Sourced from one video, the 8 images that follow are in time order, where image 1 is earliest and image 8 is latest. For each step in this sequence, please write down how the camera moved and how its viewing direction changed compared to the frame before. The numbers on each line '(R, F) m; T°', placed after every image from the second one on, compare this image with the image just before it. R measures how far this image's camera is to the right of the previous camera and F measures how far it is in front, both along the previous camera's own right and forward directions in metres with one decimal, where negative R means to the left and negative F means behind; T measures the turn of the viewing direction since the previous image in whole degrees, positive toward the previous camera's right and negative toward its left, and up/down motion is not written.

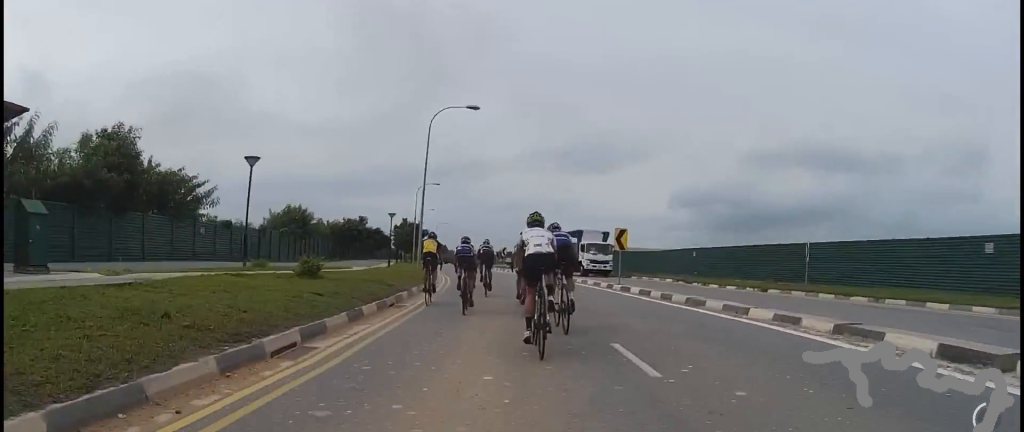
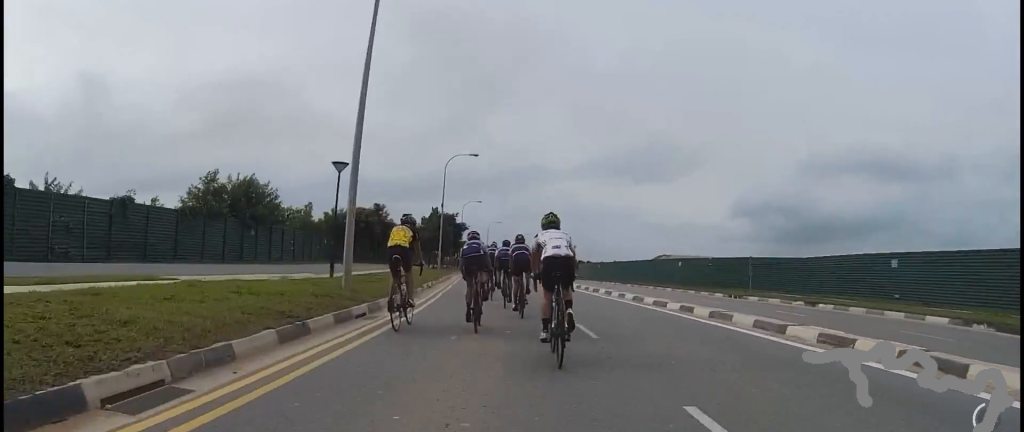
(-0.2, +22.3) m; 0°
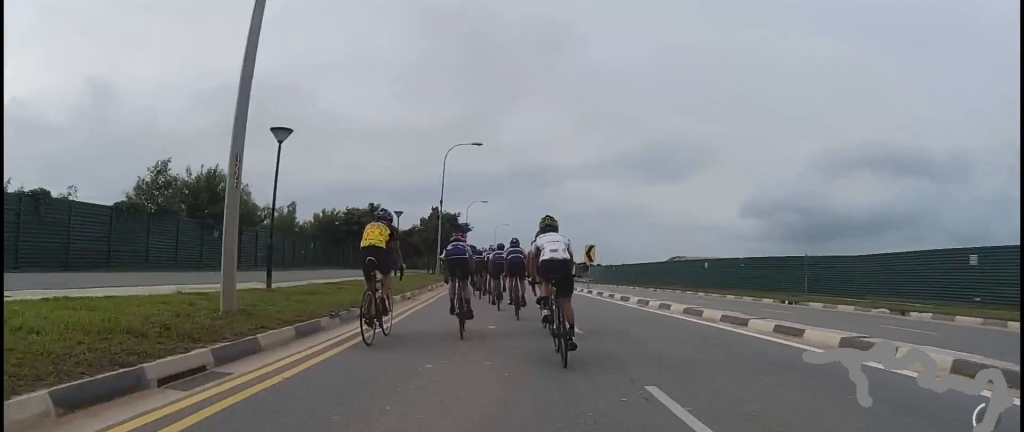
(0.0, +5.8) m; 0°
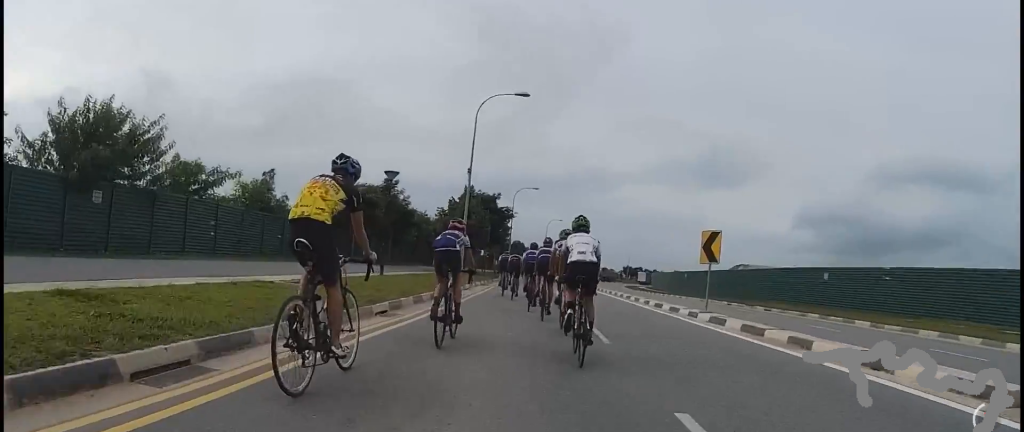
(0.0, +13.6) m; 0°
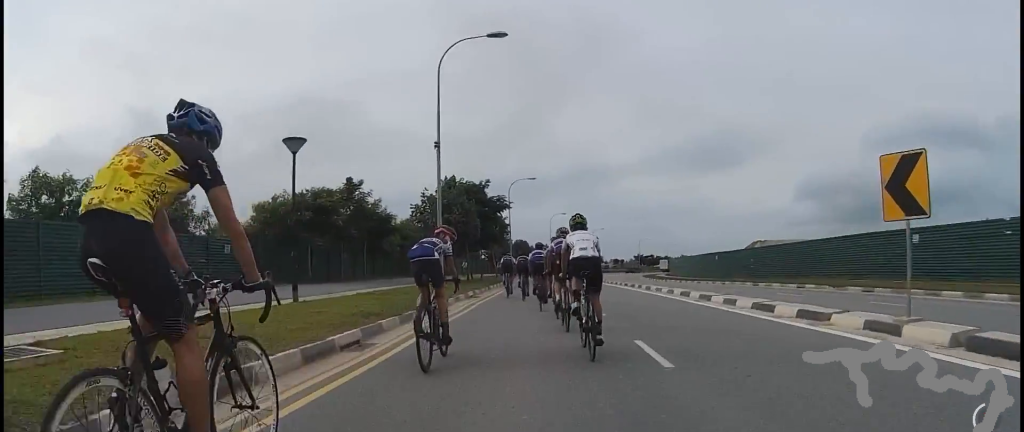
(0.0, +9.0) m; 0°
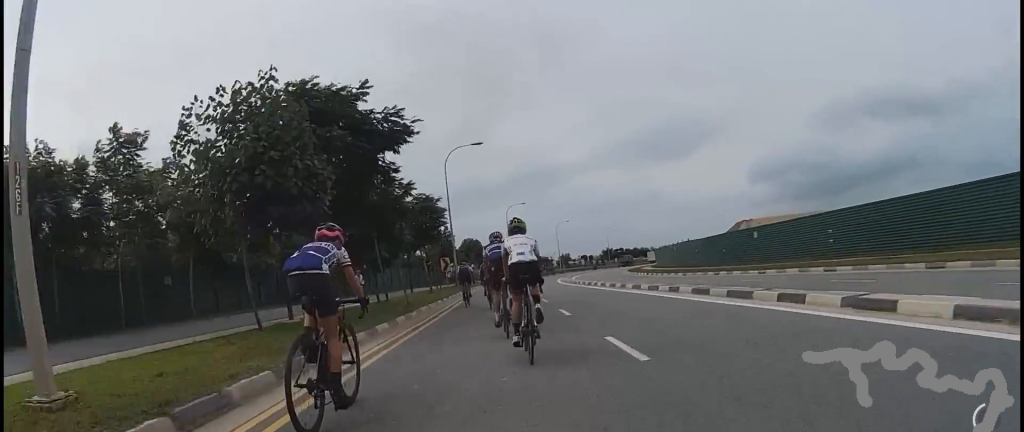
(0.0, +18.6) m; 0°
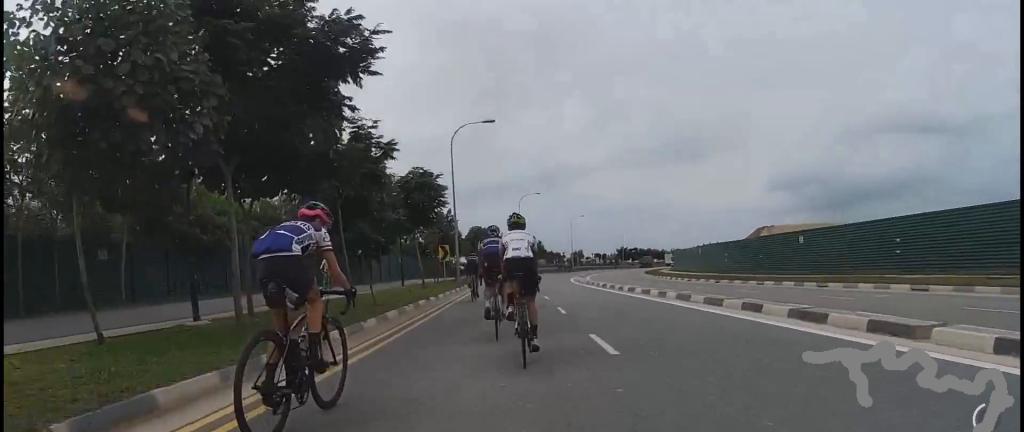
(0.0, +5.0) m; 0°
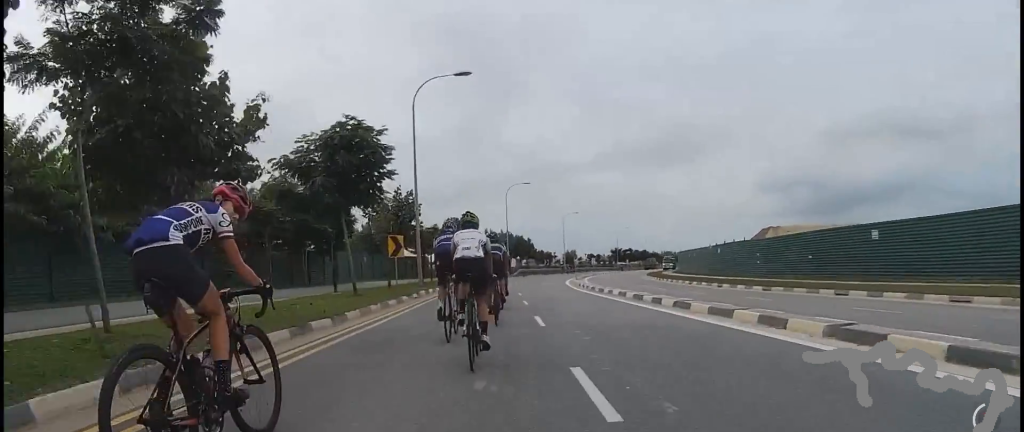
(0.0, +8.7) m; 0°
